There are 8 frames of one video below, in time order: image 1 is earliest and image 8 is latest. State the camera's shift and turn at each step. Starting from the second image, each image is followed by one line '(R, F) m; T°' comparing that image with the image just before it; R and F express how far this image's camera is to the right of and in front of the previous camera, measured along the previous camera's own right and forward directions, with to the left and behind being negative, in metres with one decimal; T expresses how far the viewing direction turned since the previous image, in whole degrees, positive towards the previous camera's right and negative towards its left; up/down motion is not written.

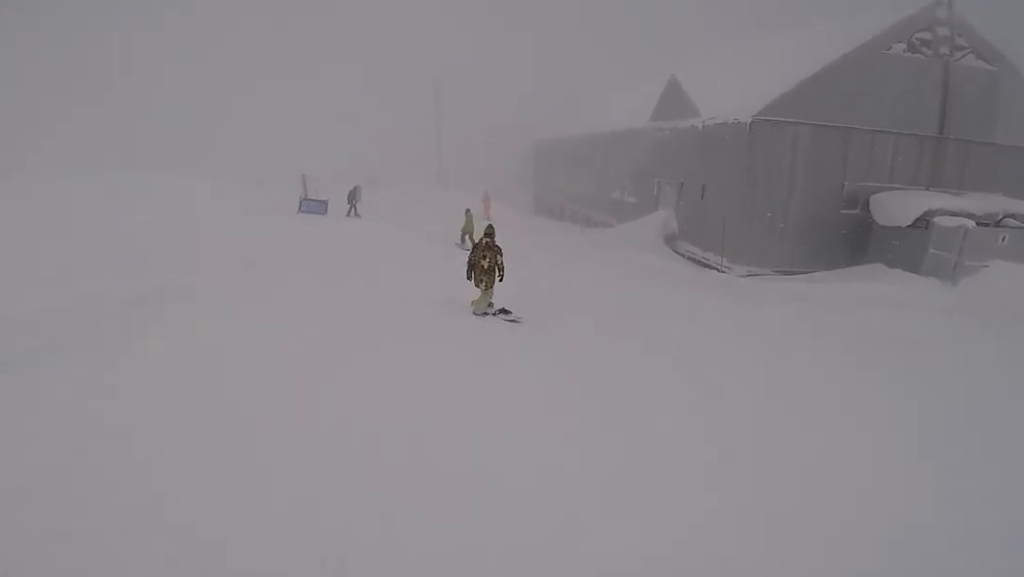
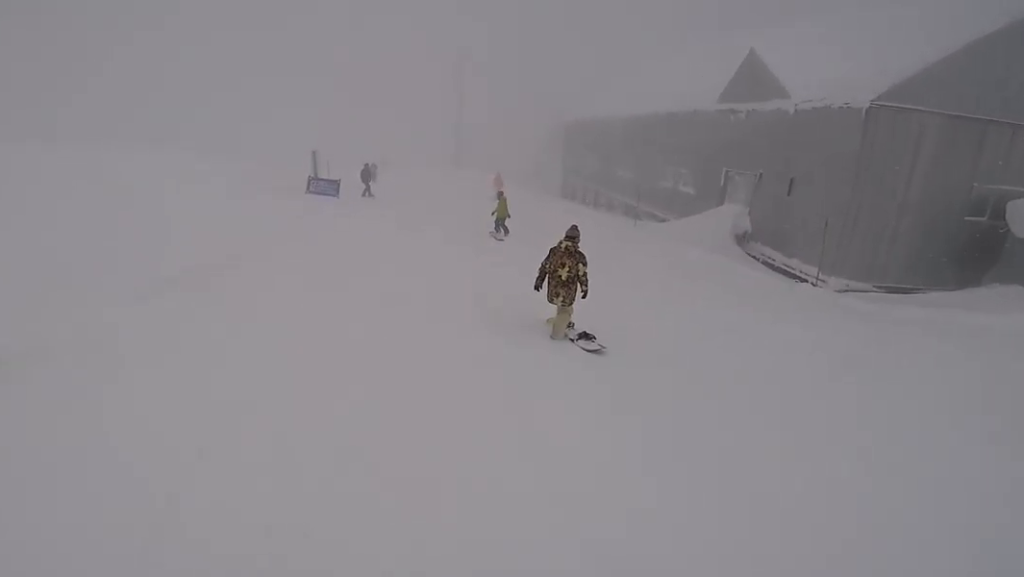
(0.0, +3.4) m; +1°
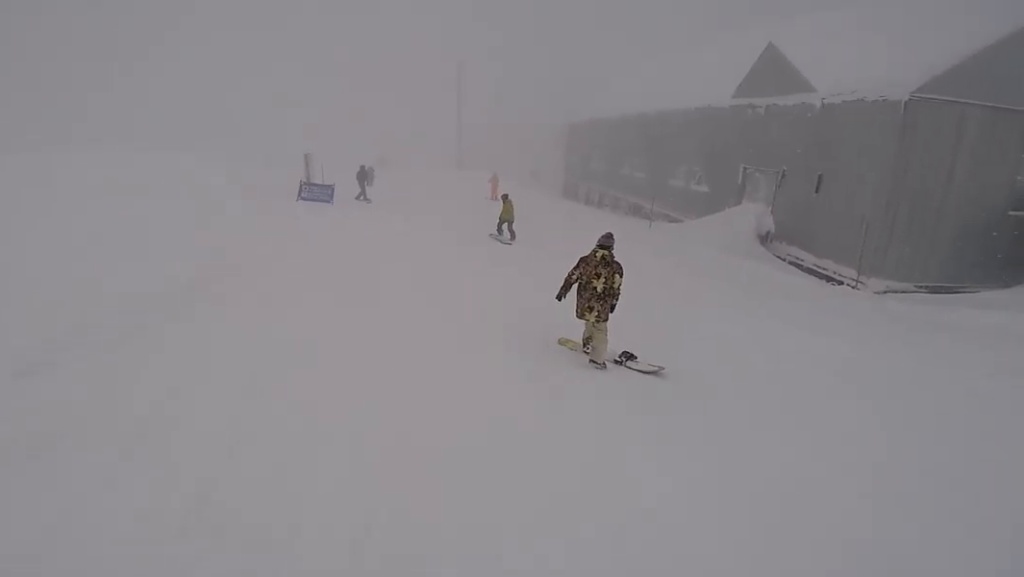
(0.0, +1.7) m; +1°
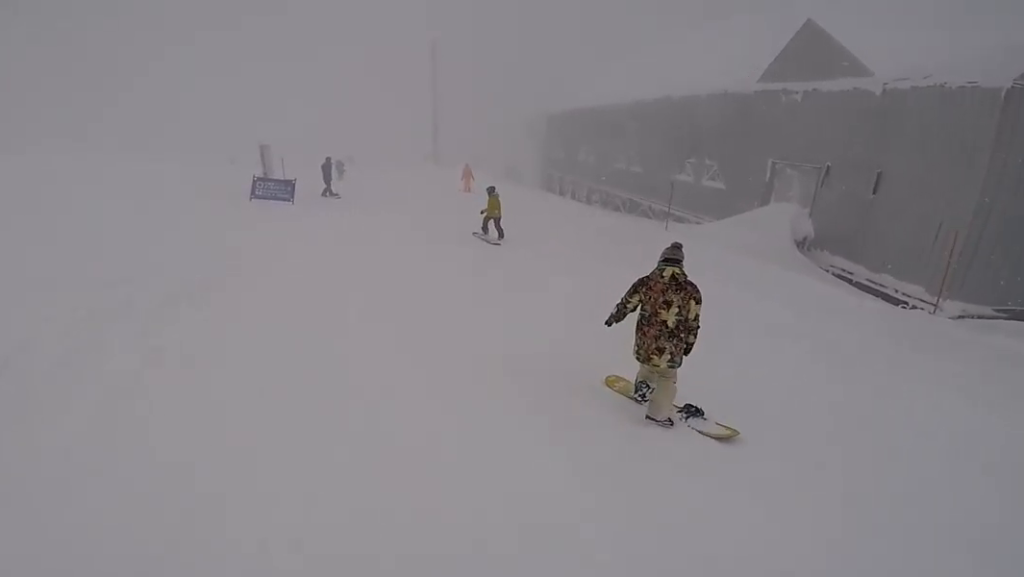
(+0.1, +3.1) m; +2°
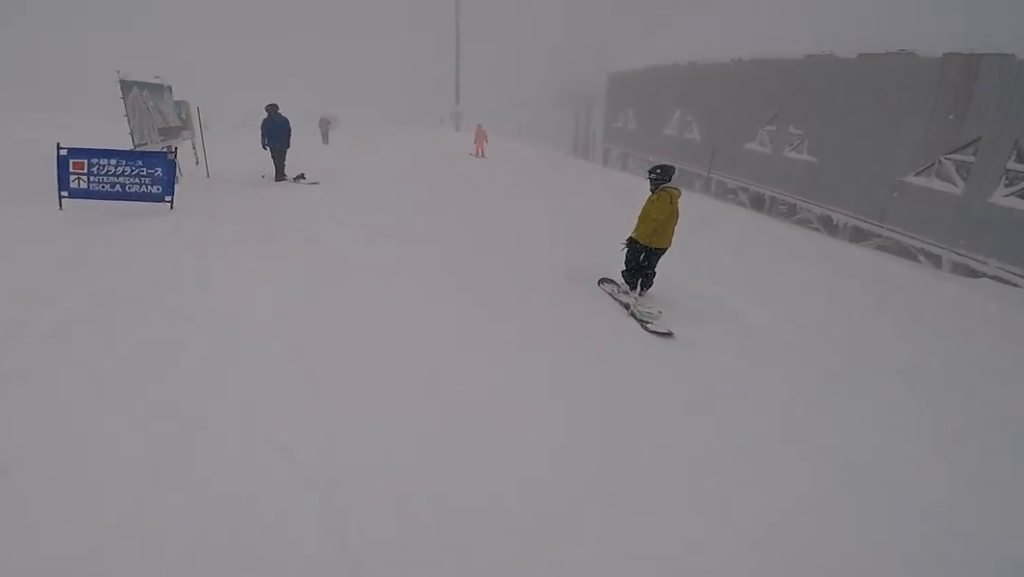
(+0.3, +9.5) m; +2°
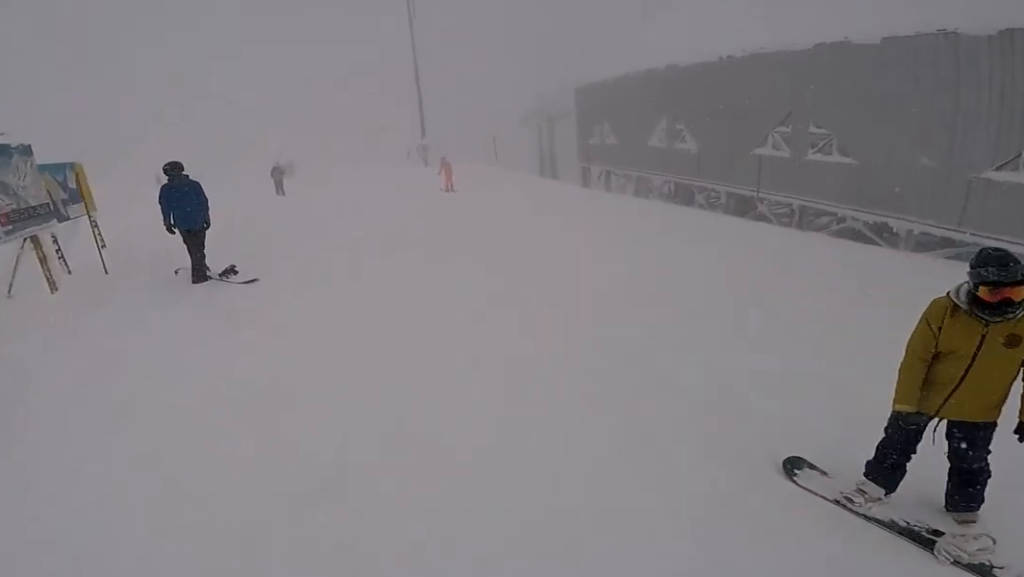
(0.0, +3.5) m; 0°
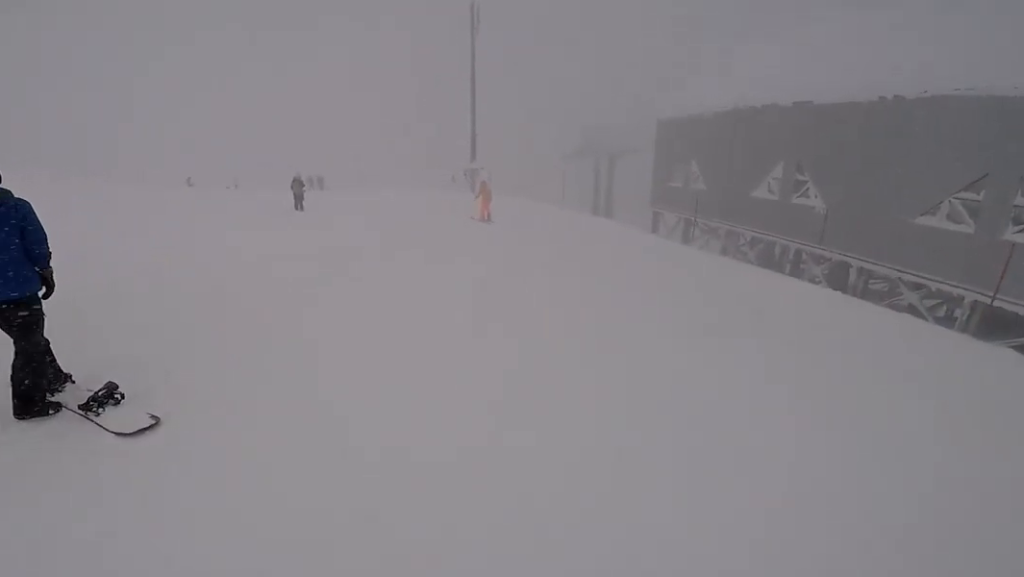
(0.0, +3.9) m; -2°
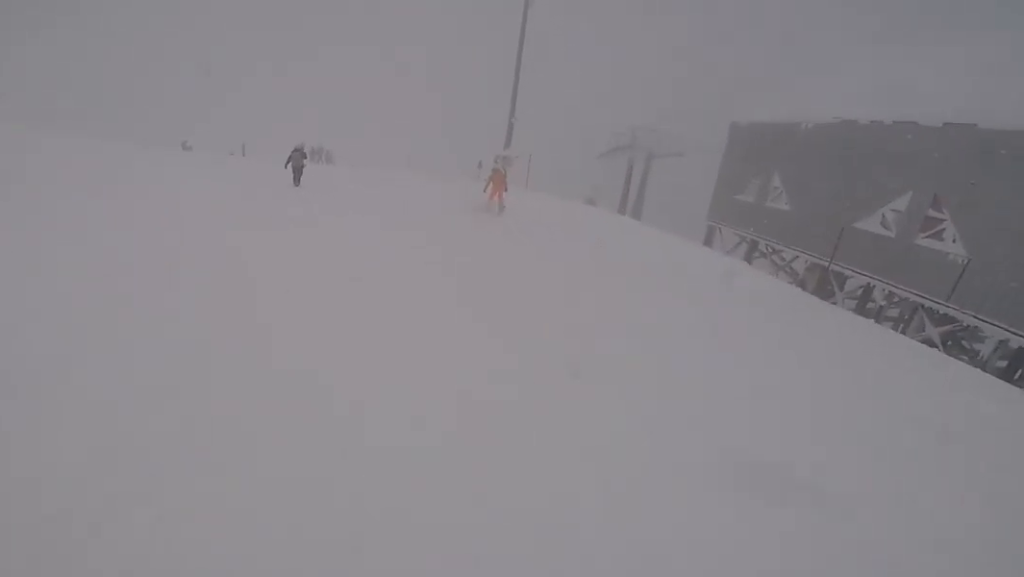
(-0.2, +4.2) m; -4°
